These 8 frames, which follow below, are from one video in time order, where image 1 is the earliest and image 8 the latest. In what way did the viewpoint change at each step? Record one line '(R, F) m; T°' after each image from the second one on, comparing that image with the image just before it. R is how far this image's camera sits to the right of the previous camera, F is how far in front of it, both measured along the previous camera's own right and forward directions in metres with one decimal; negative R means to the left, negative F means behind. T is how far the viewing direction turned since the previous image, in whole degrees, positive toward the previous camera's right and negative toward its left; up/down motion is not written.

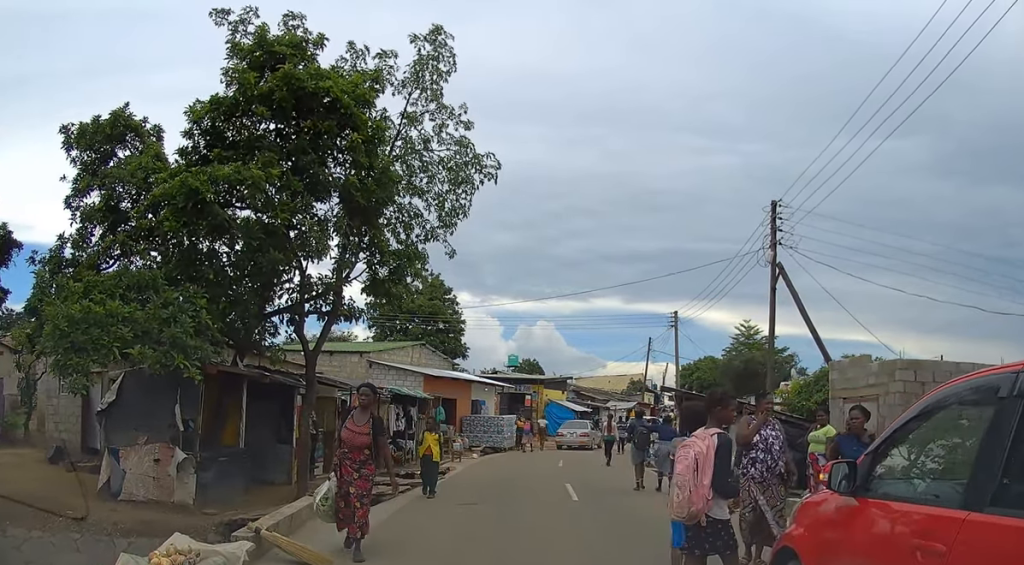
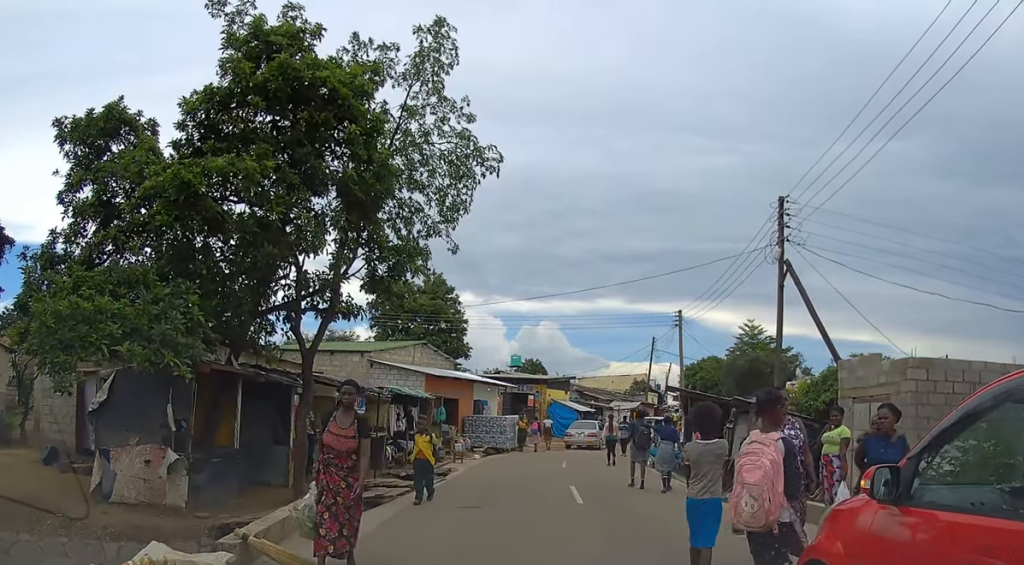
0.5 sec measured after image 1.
(-0.1, +0.3) m; 0°
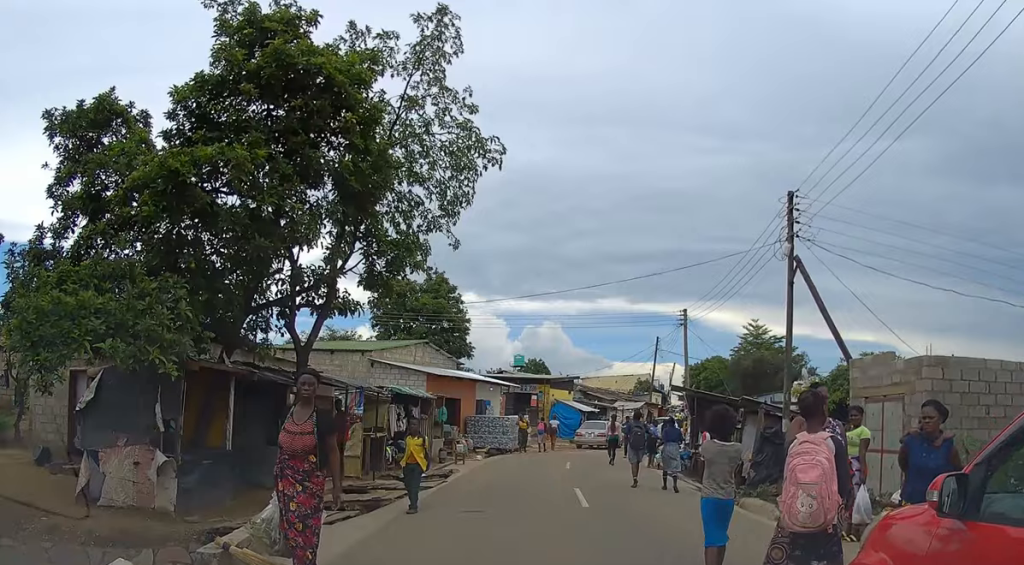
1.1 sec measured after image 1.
(-0.1, +0.4) m; 0°
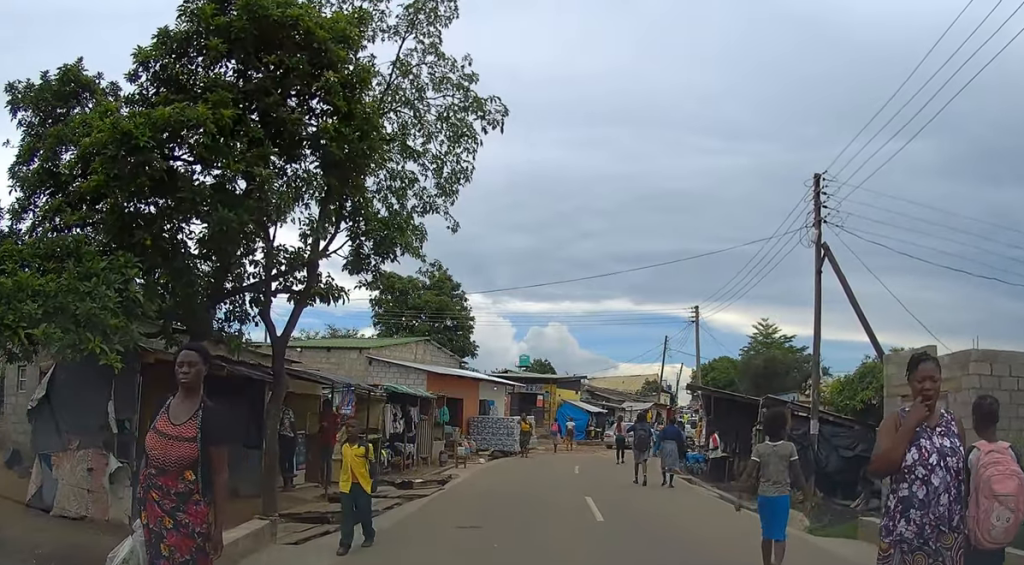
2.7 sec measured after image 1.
(-0.1, +1.2) m; 0°
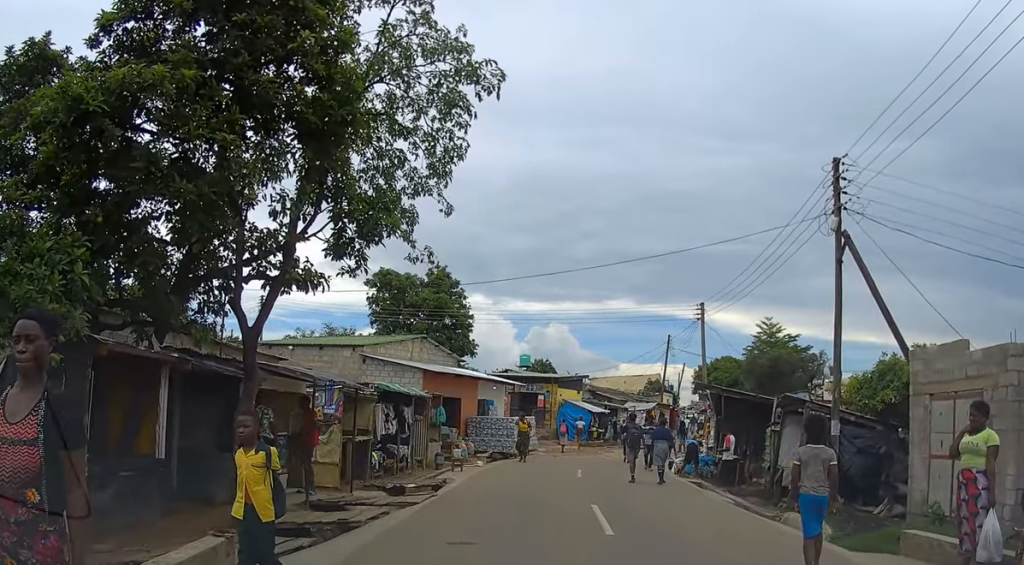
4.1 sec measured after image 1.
(0.0, +1.0) m; 0°
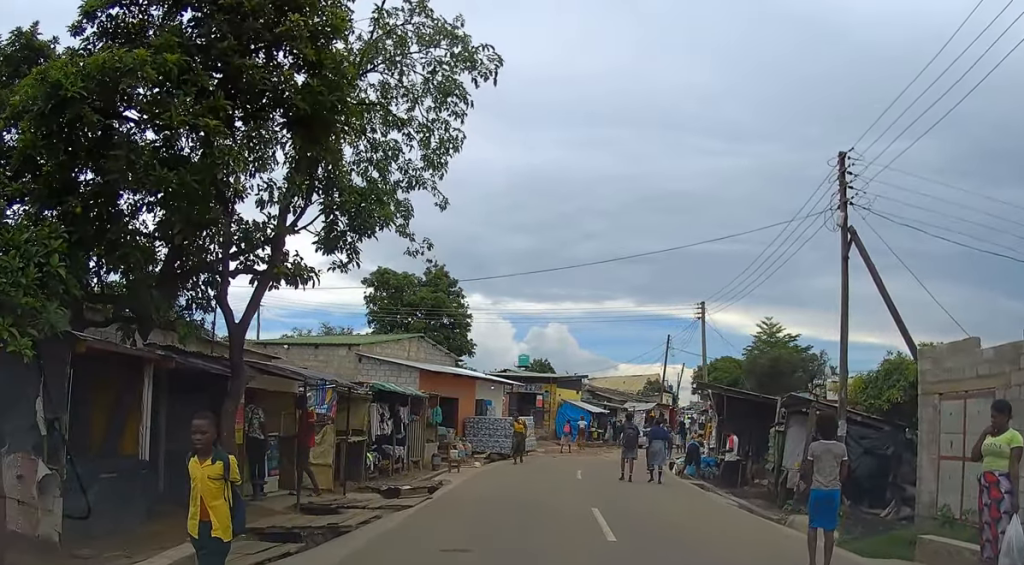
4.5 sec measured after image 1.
(-0.1, +0.3) m; 0°
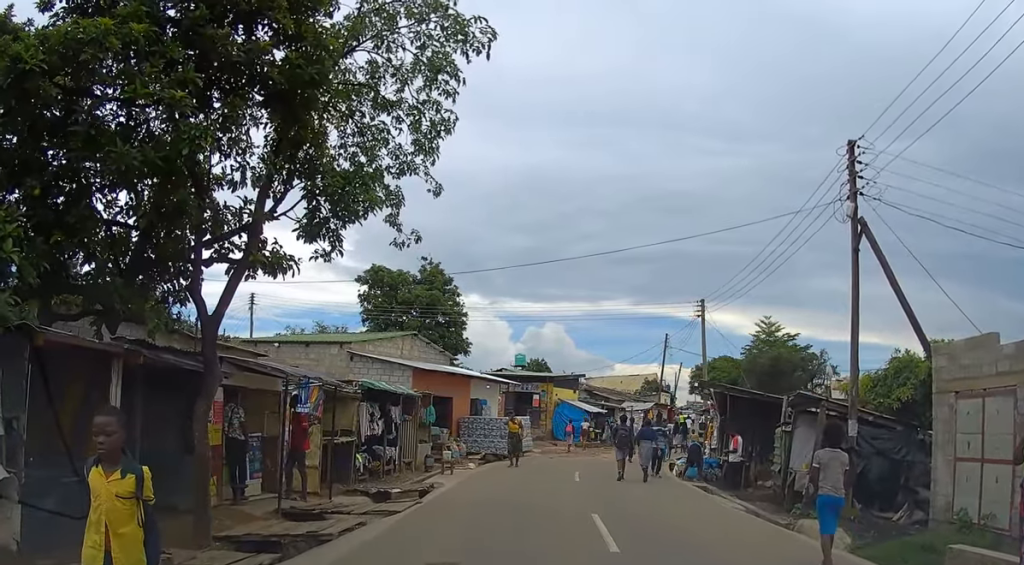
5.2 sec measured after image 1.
(-0.2, +0.5) m; 0°
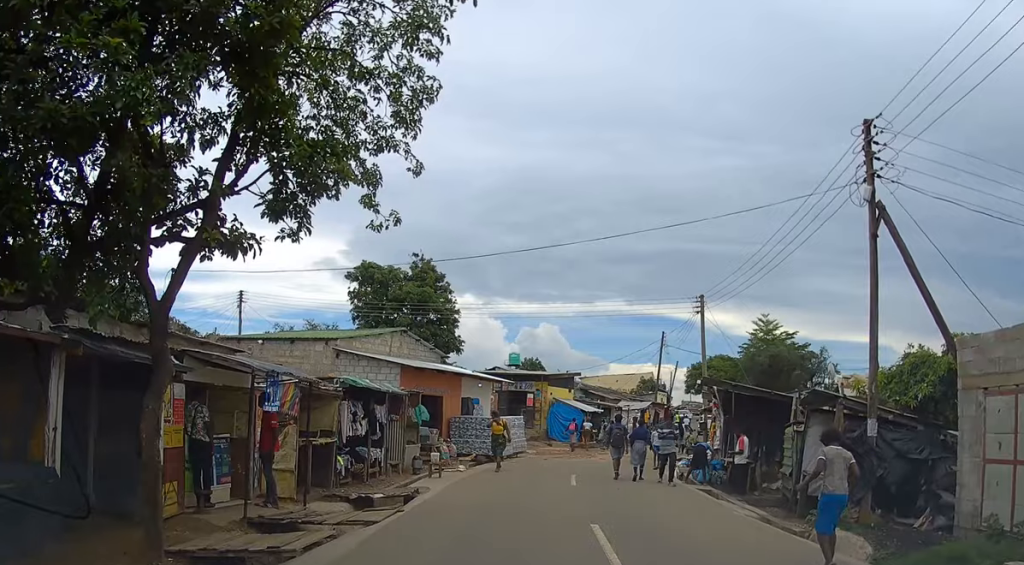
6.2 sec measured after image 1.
(-0.2, +0.6) m; 0°
